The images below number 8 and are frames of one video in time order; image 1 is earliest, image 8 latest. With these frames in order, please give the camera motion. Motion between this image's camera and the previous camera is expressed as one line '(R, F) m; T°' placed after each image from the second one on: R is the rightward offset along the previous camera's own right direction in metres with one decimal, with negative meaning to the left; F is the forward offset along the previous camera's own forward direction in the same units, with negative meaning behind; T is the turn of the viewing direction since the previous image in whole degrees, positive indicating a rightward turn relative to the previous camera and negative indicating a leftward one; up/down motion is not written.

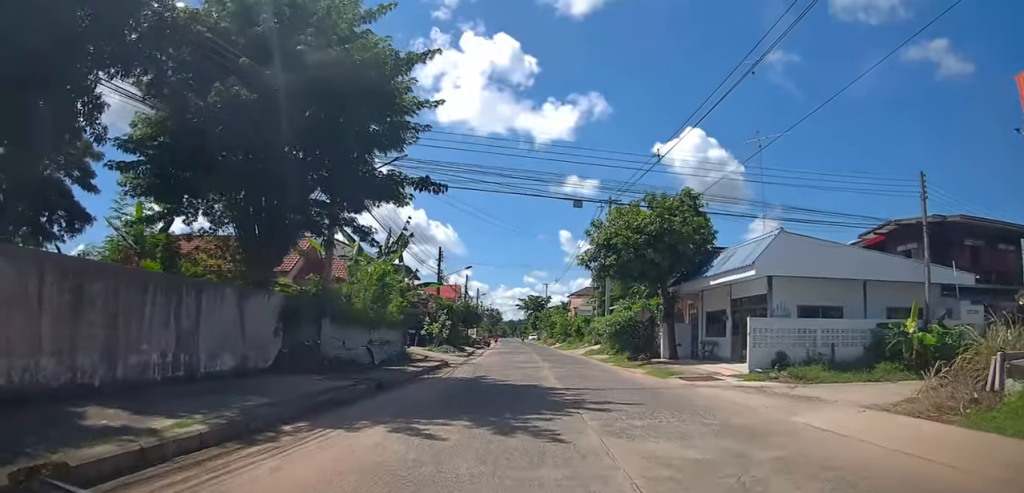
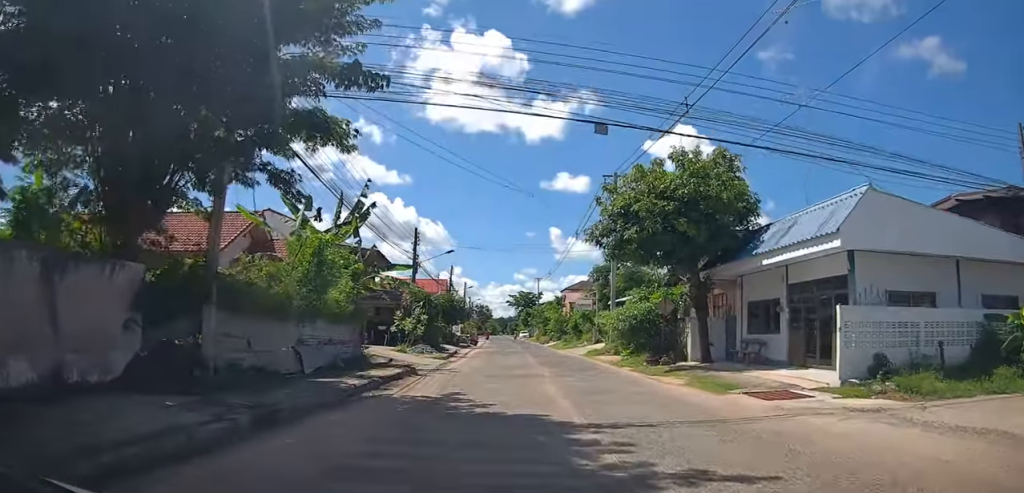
(0.0, +5.4) m; 0°
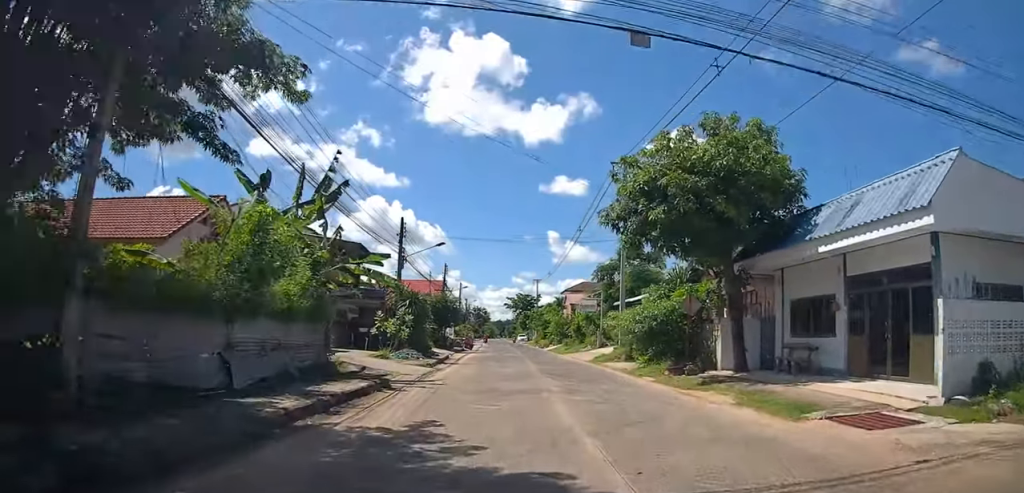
(0.0, +3.2) m; 0°
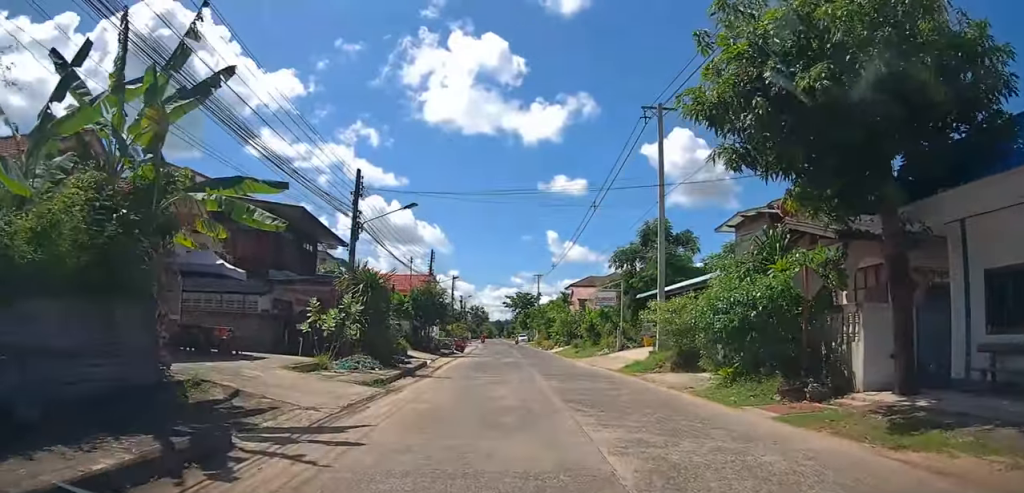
(0.0, +7.7) m; -1°
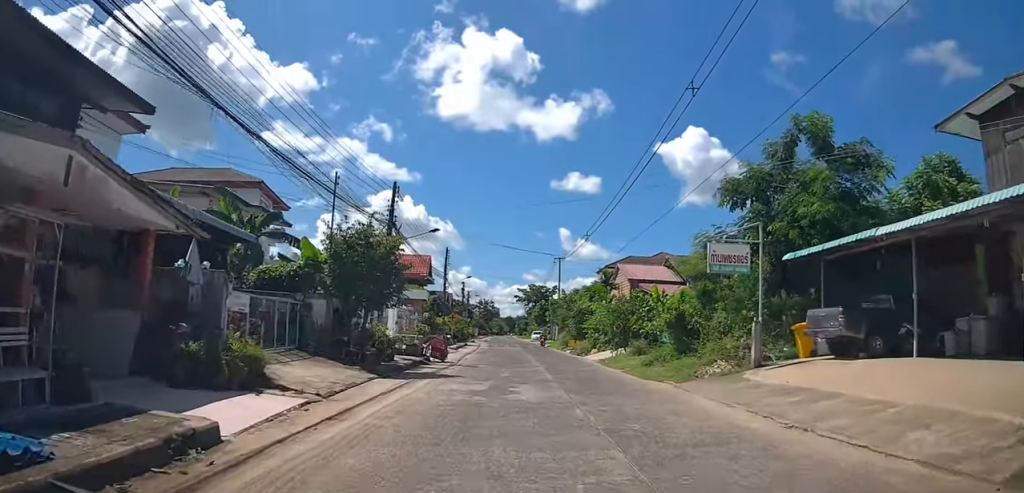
(-0.5, +17.3) m; -1°
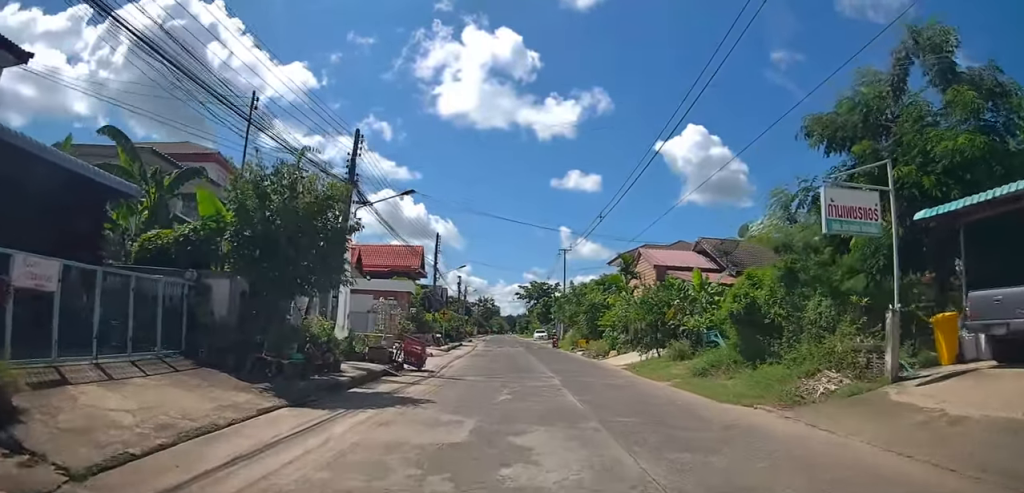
(+0.1, +6.2) m; +1°
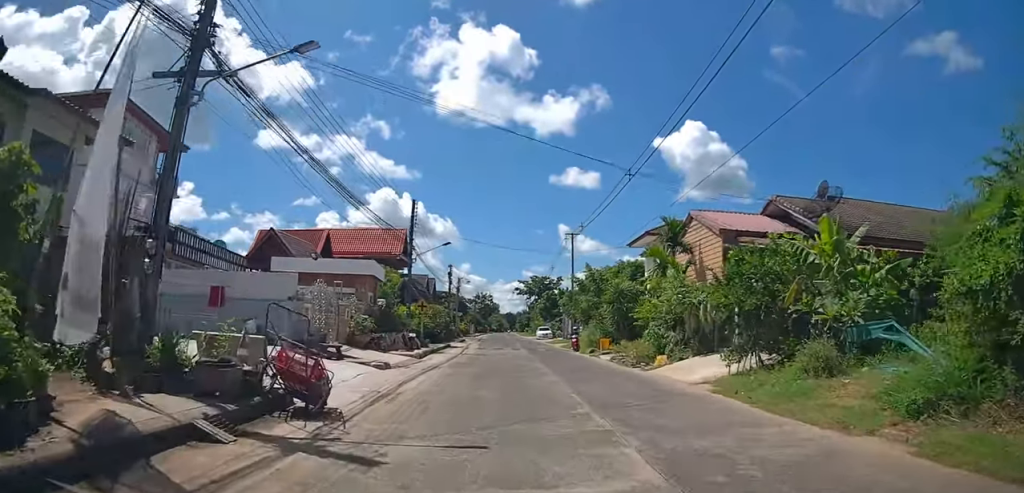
(0.0, +9.0) m; 0°
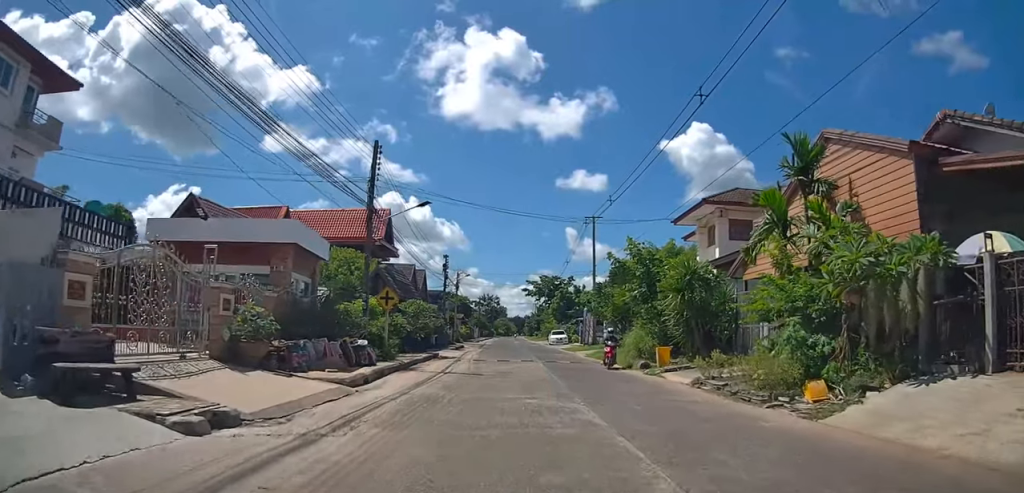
(0.0, +10.3) m; 0°
